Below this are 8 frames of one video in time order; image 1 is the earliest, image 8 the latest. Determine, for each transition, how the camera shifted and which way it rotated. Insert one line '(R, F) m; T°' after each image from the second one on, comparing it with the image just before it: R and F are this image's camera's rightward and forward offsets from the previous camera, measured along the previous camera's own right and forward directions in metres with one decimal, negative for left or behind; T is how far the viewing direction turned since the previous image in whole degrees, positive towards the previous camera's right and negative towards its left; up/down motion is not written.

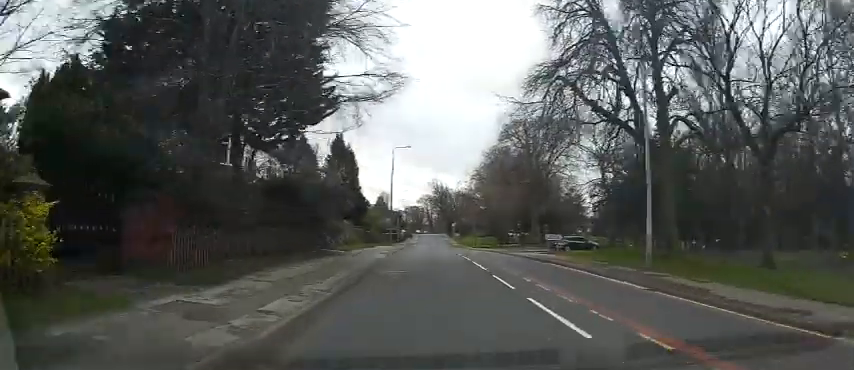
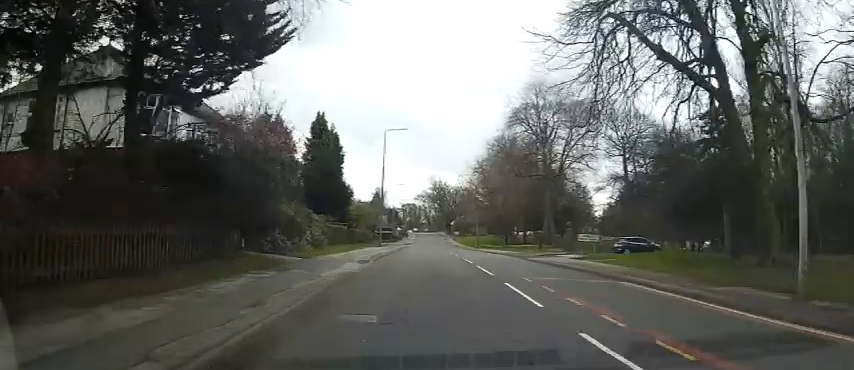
(0.0, +8.8) m; -1°
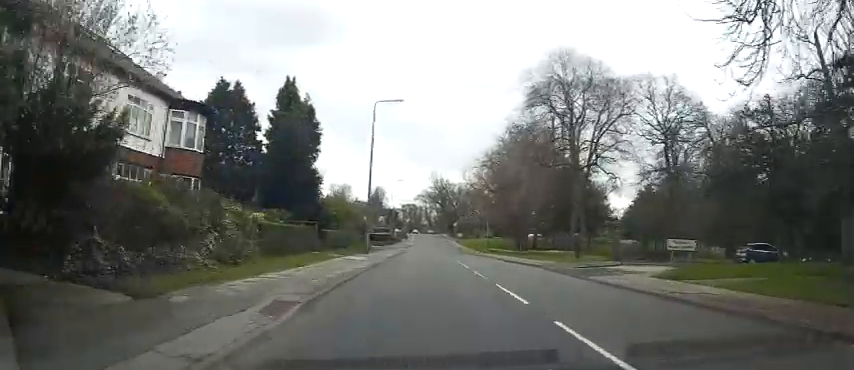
(-0.1, +11.0) m; -1°
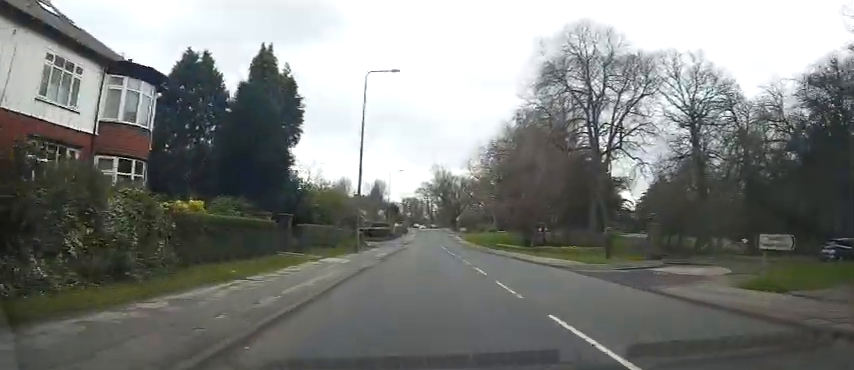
(0.0, +5.7) m; 0°
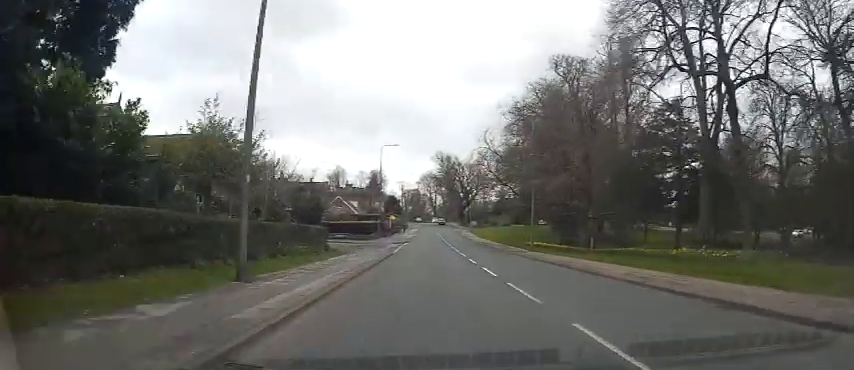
(0.0, +19.0) m; +1°
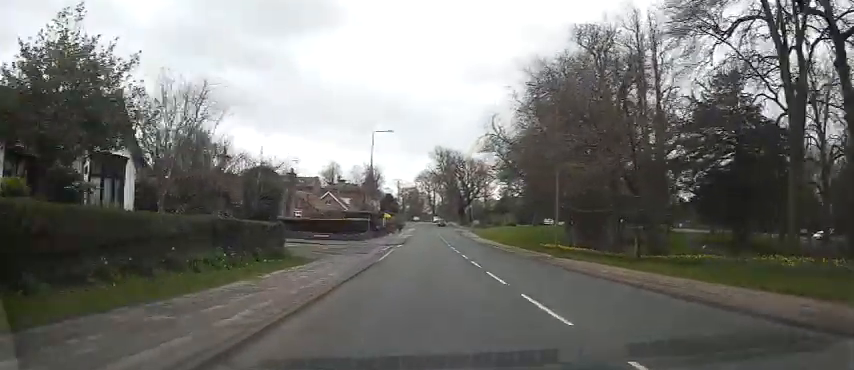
(+0.1, +7.9) m; 0°
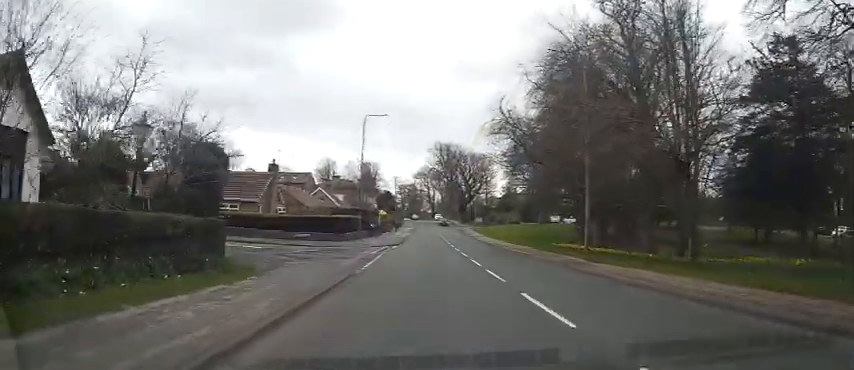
(0.0, +6.0) m; 0°
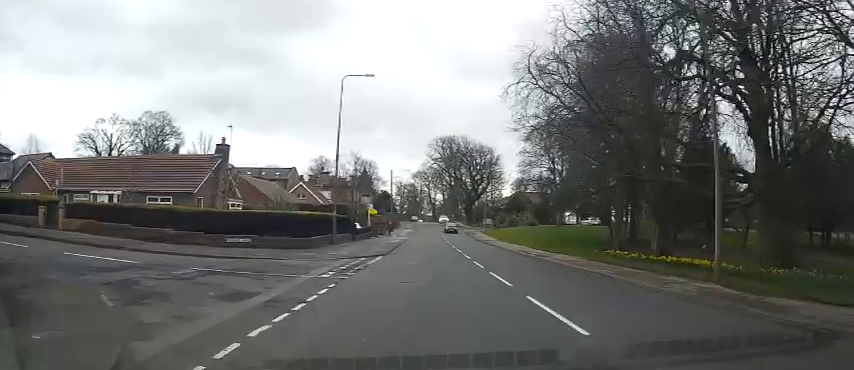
(0.0, +11.9) m; 0°
